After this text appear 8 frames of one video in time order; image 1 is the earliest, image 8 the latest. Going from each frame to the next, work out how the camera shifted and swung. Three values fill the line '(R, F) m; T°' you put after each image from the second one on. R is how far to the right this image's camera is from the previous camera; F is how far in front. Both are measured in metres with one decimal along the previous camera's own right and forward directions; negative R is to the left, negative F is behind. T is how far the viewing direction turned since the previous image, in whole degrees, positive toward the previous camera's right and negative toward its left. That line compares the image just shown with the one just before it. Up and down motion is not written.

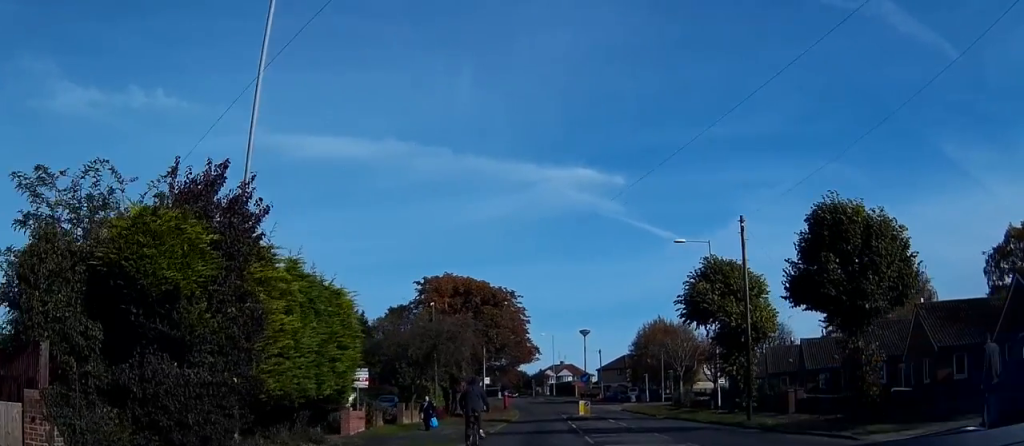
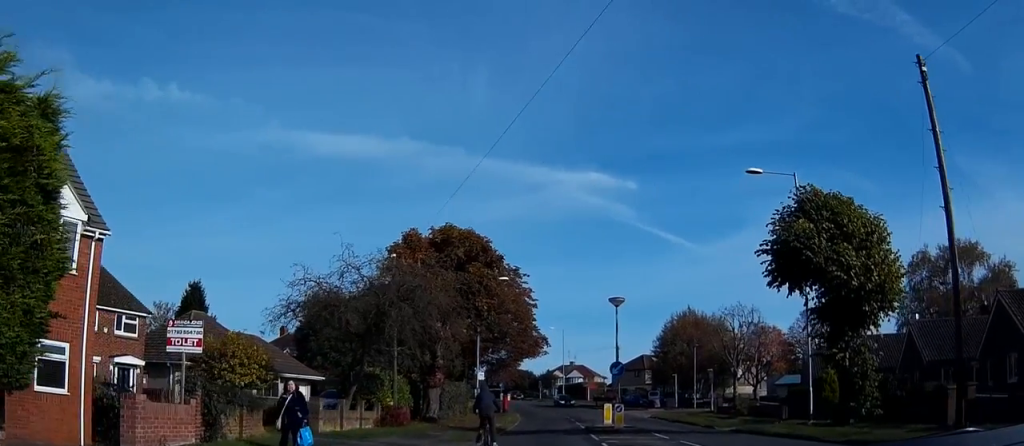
(+0.2, +15.0) m; +2°
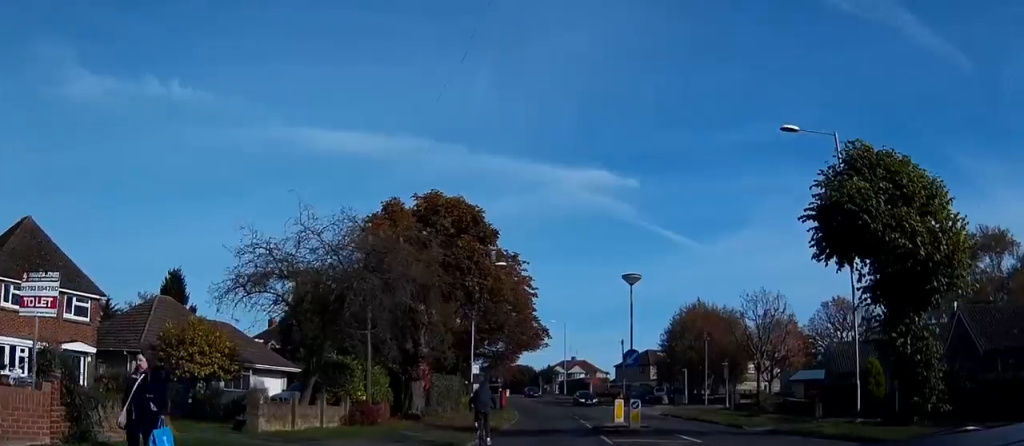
(+0.1, +5.1) m; +2°
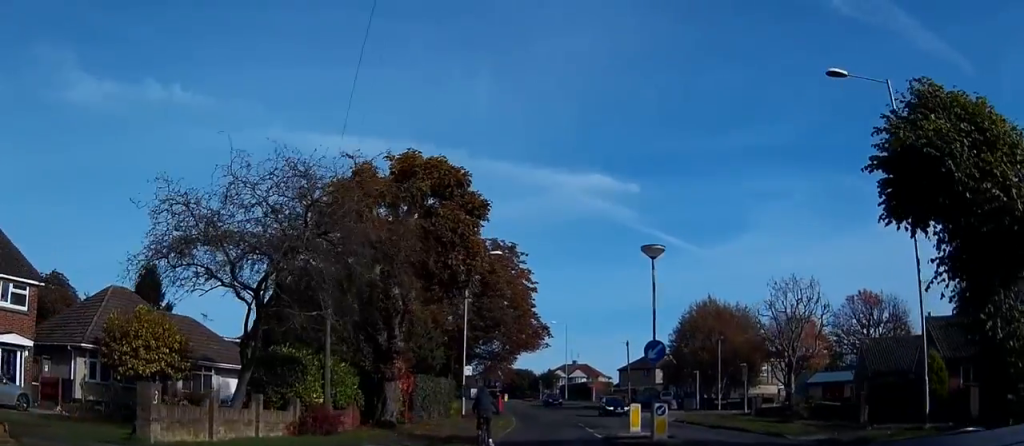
(+0.1, +5.3) m; +1°
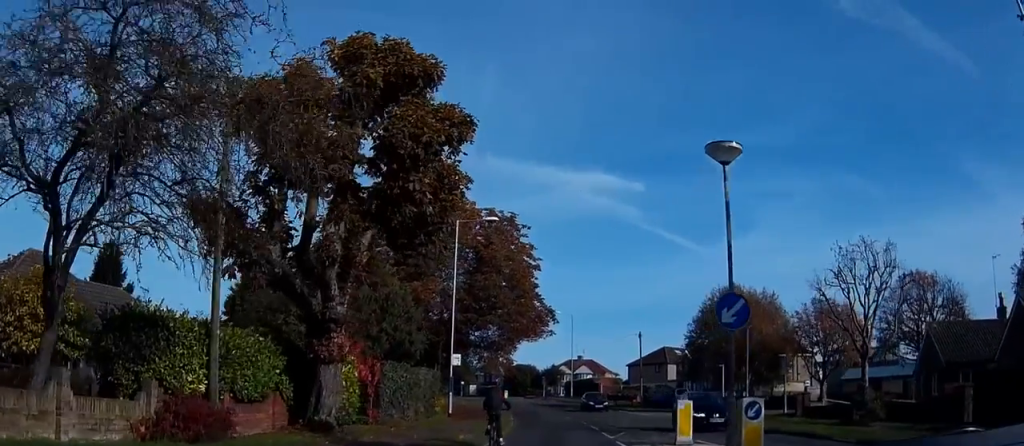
(-0.1, +7.9) m; -1°
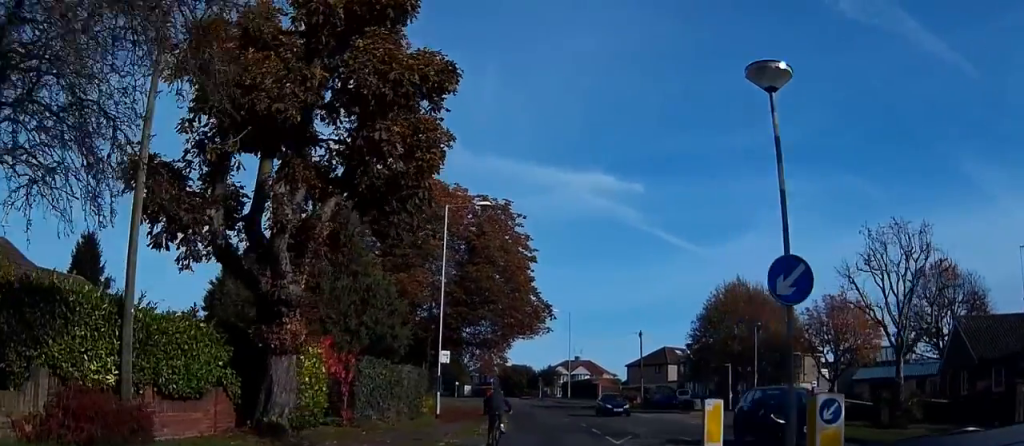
(0.0, +3.1) m; 0°
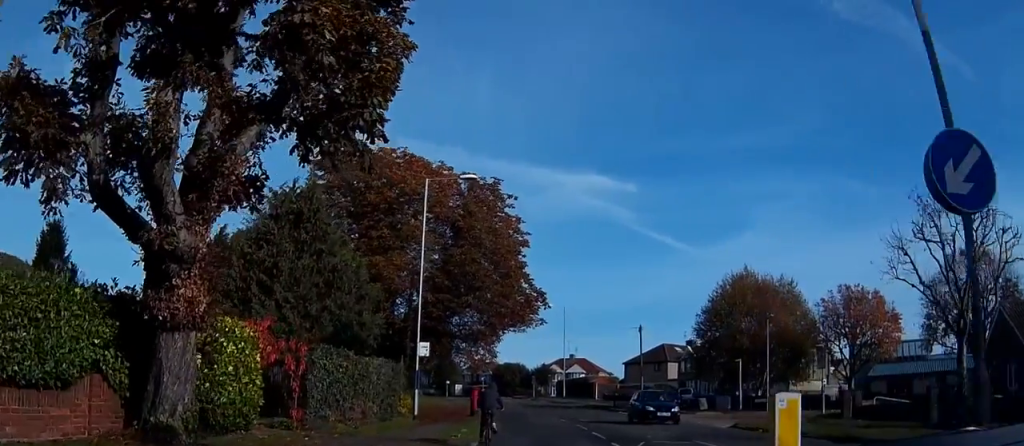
(0.0, +4.3) m; 0°
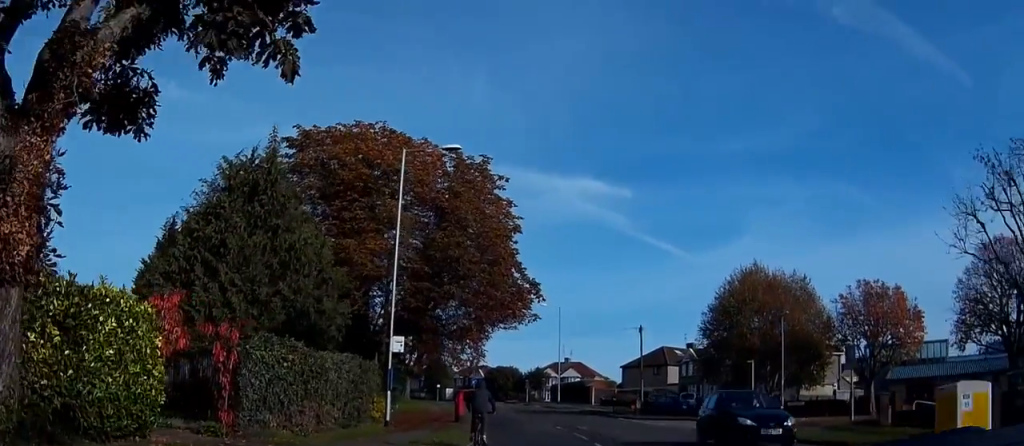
(0.0, +4.2) m; +1°
